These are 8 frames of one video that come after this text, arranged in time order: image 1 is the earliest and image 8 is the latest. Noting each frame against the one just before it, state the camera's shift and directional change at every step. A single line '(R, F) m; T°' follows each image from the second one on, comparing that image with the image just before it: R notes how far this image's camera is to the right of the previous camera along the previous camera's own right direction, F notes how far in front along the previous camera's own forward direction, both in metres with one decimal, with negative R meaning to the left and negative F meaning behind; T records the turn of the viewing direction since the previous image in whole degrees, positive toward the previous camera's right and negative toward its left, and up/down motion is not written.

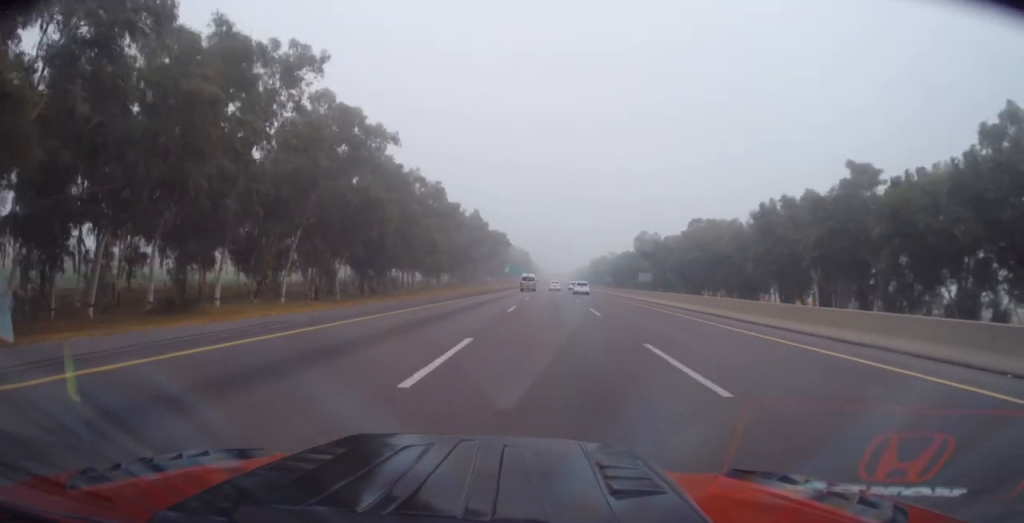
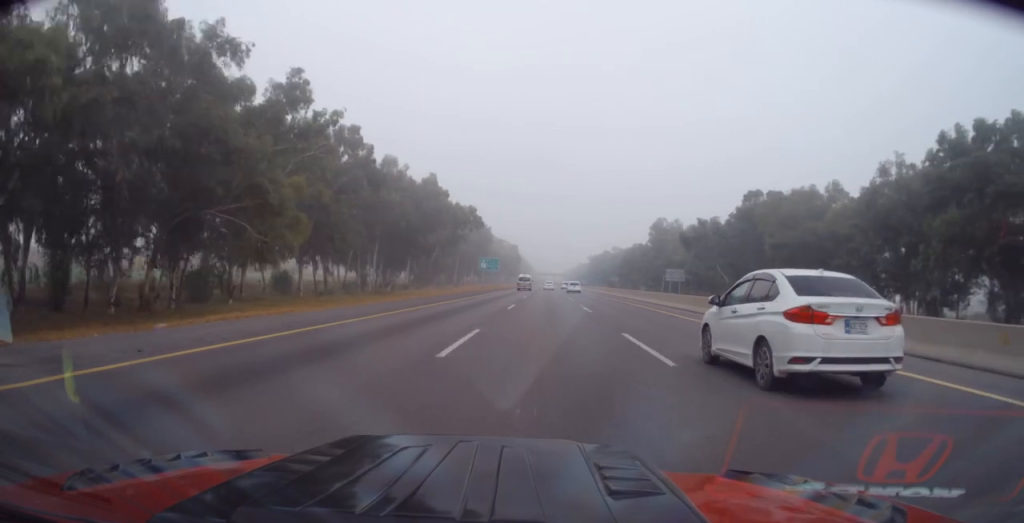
(+0.4, +51.1) m; +1°
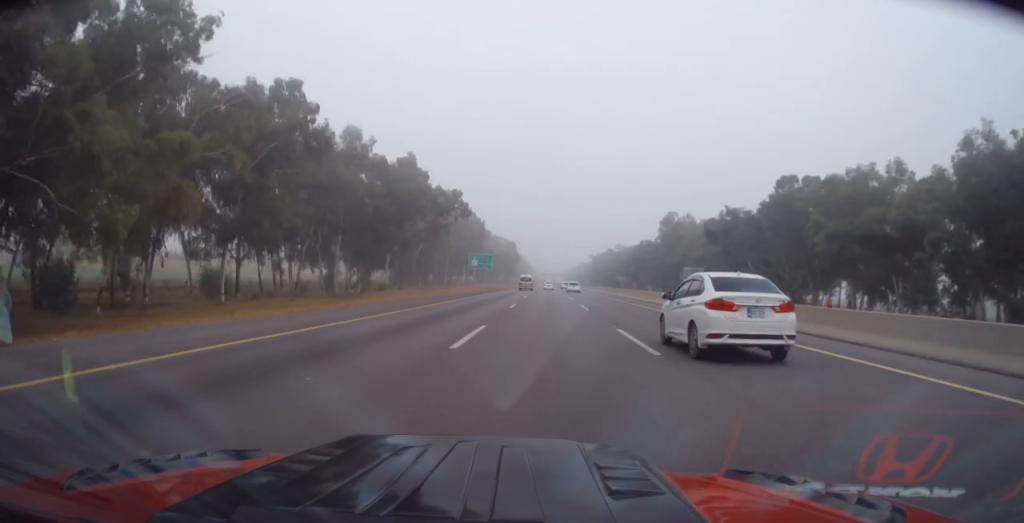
(-0.1, +16.6) m; 0°
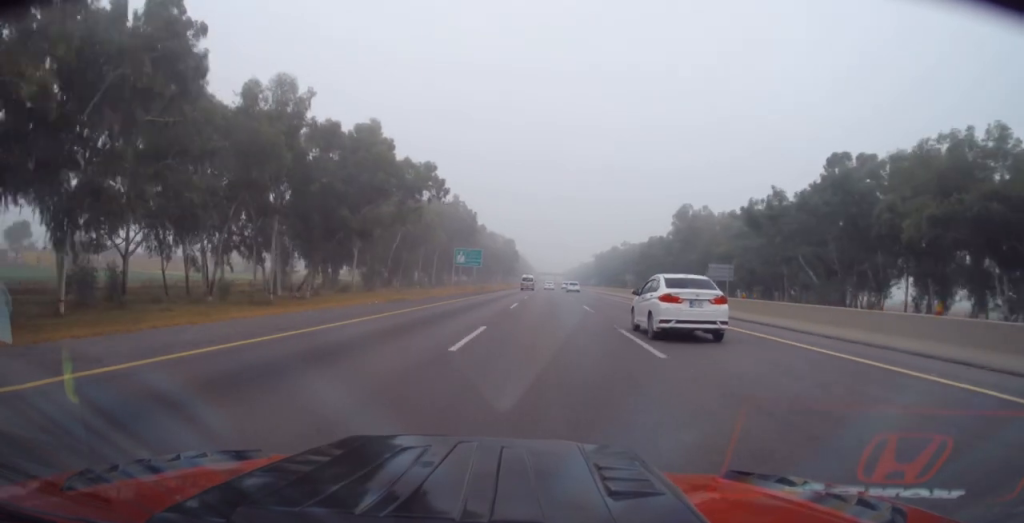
(+0.4, +18.4) m; 0°
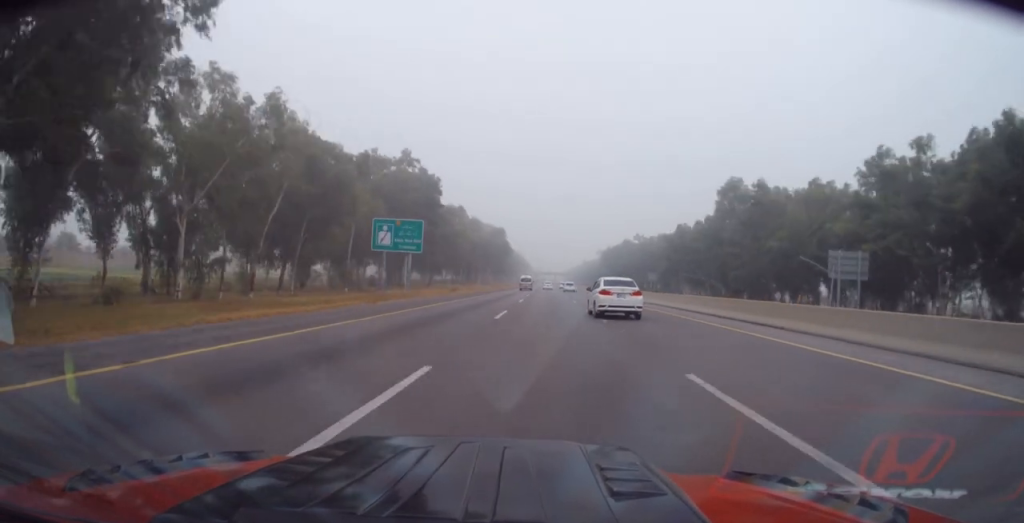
(-0.2, +43.9) m; 0°
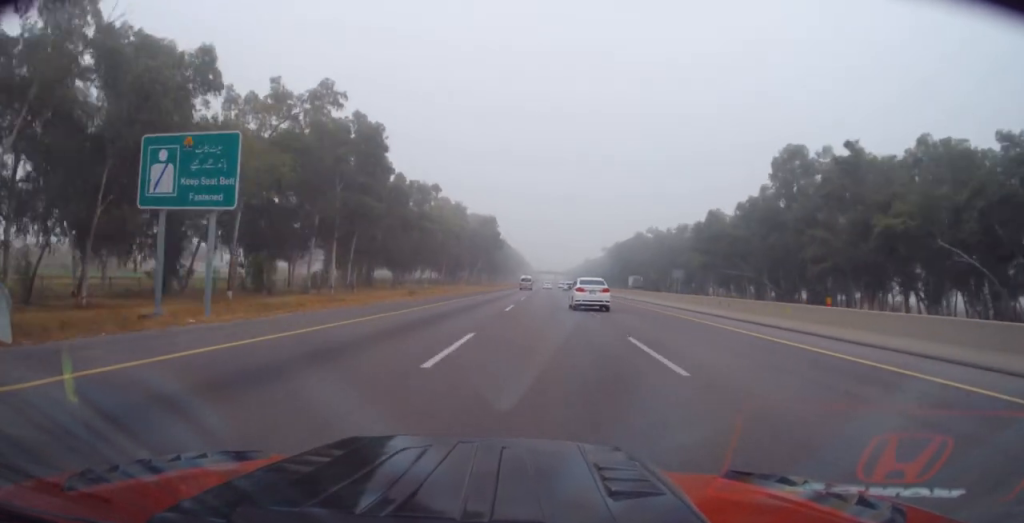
(0.0, +29.9) m; -1°
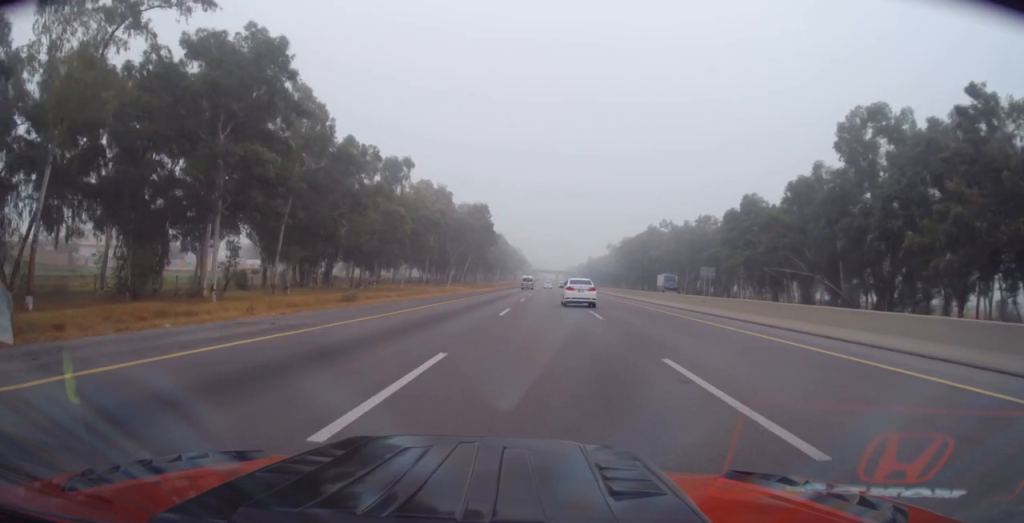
(-0.1, +22.1) m; 0°
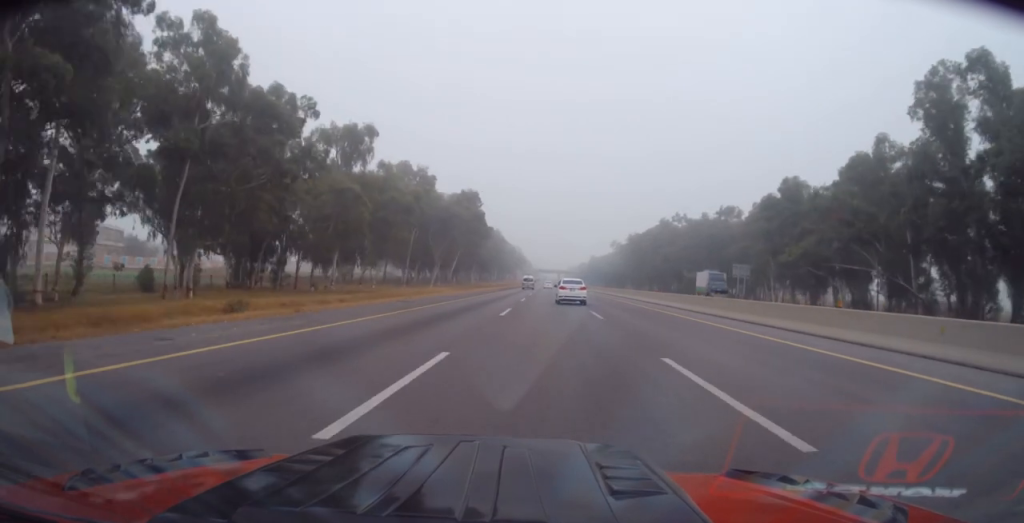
(0.0, +17.7) m; 0°
